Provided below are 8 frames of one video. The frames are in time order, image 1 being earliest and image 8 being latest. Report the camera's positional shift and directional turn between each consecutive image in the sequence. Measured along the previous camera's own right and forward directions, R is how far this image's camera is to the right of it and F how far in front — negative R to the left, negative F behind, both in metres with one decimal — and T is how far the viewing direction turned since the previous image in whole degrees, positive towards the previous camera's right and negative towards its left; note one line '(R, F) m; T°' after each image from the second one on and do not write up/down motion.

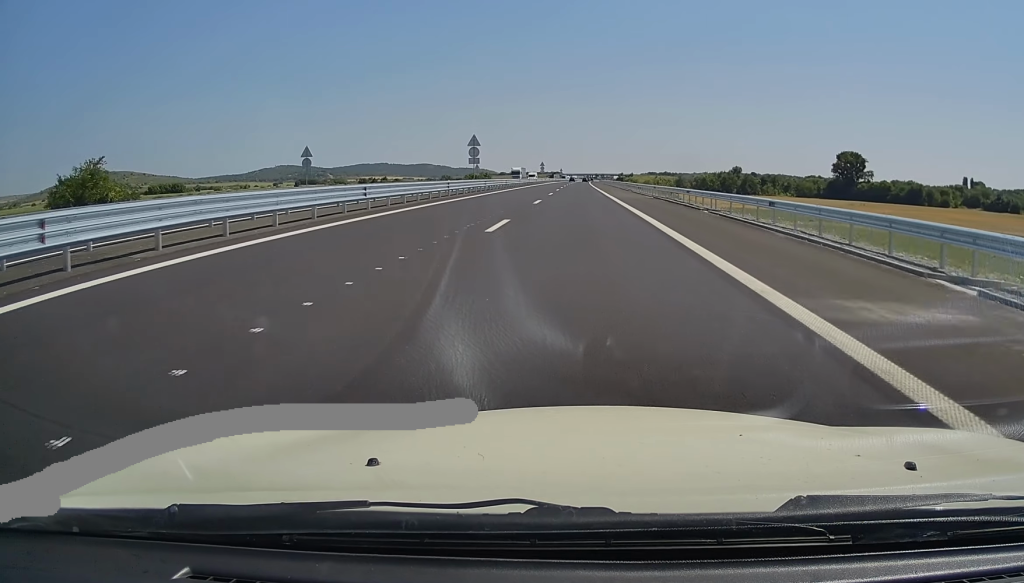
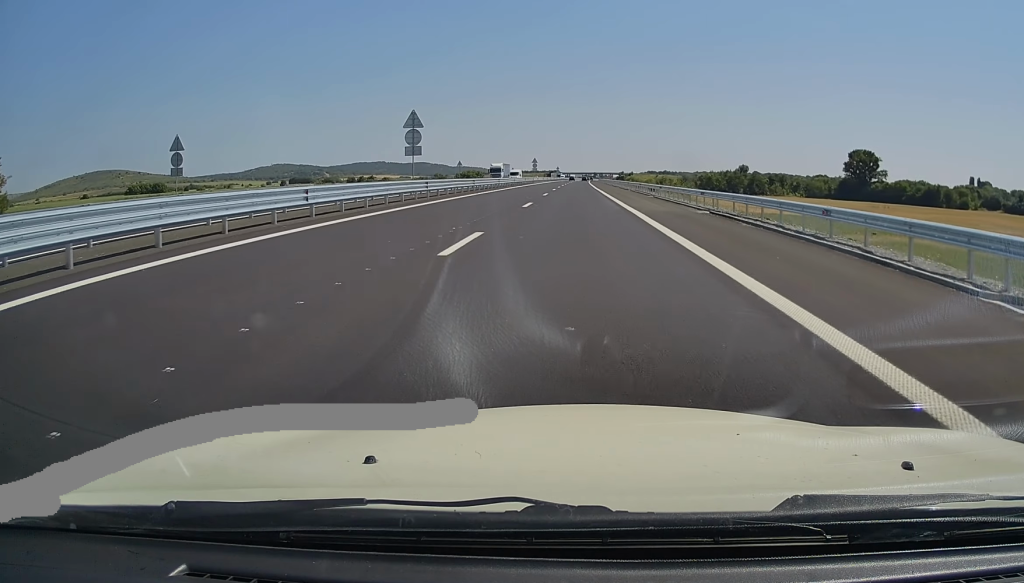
(-0.2, +21.0) m; 0°
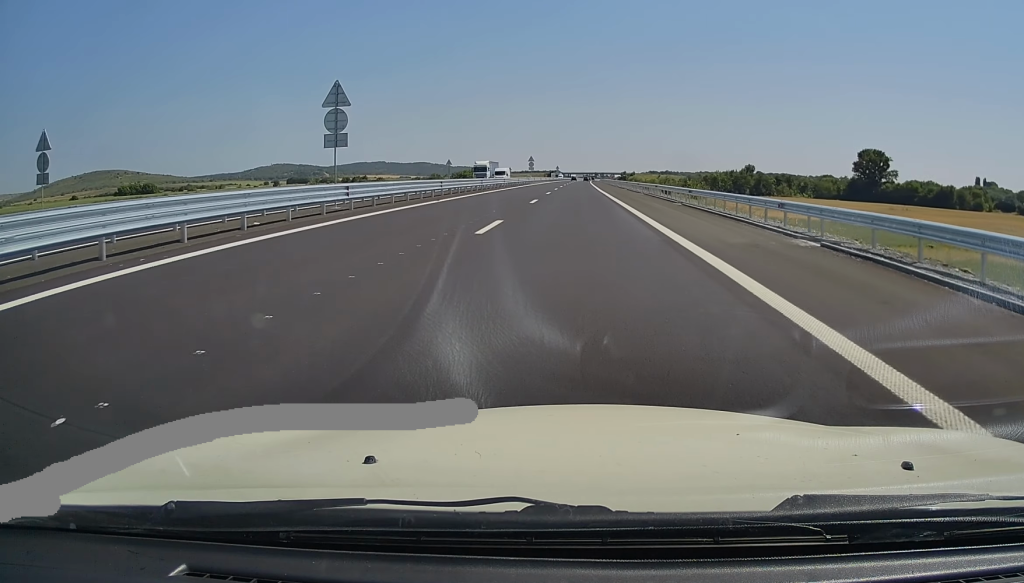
(-0.2, +12.4) m; 0°
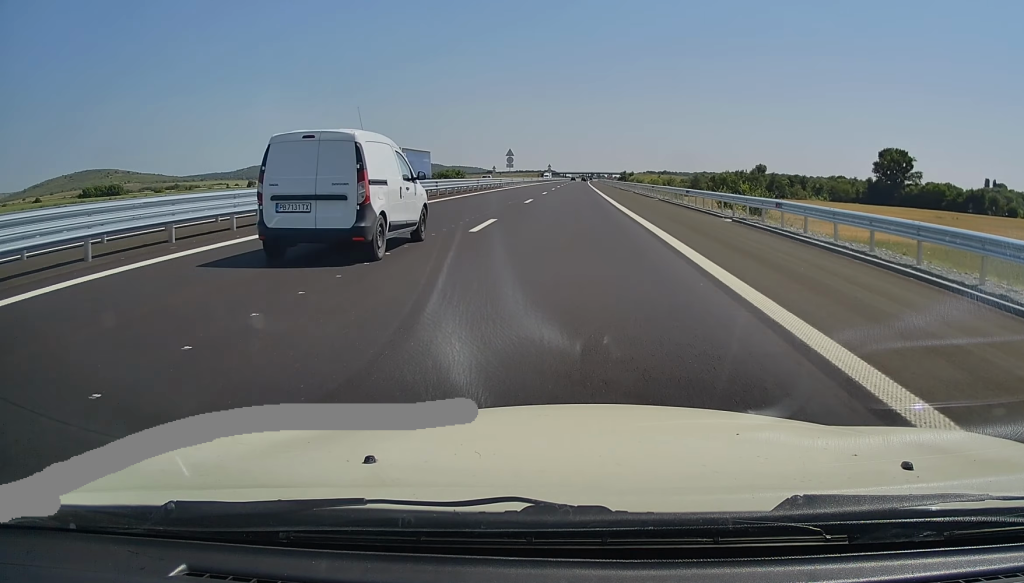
(+0.5, +32.1) m; +1°
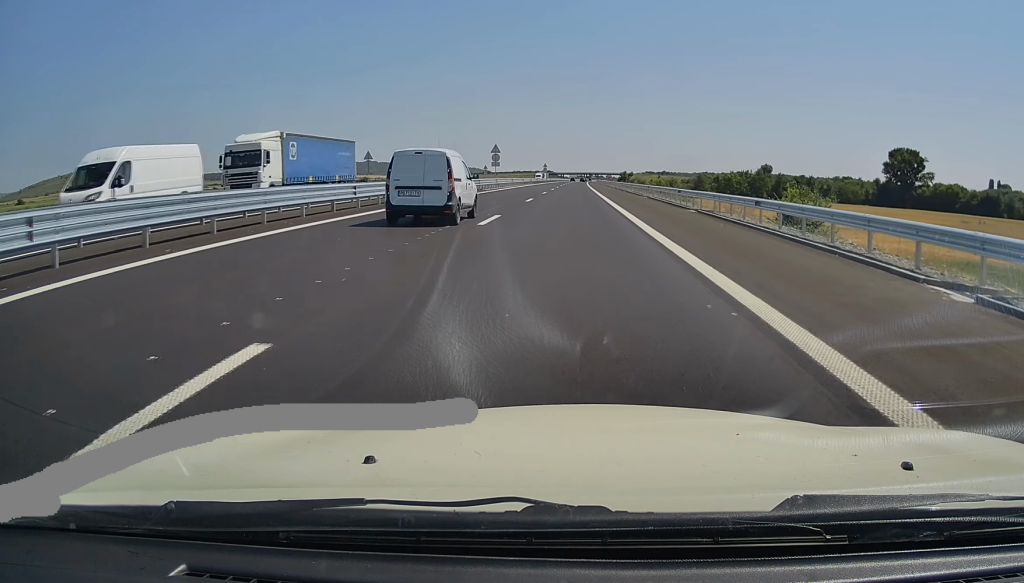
(0.0, +14.0) m; 0°
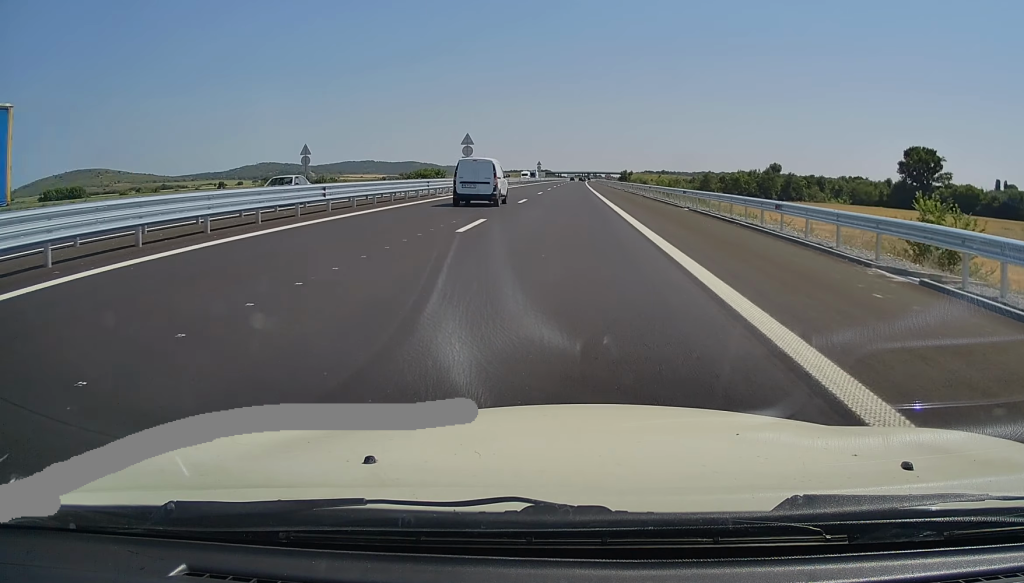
(0.0, +18.6) m; 0°
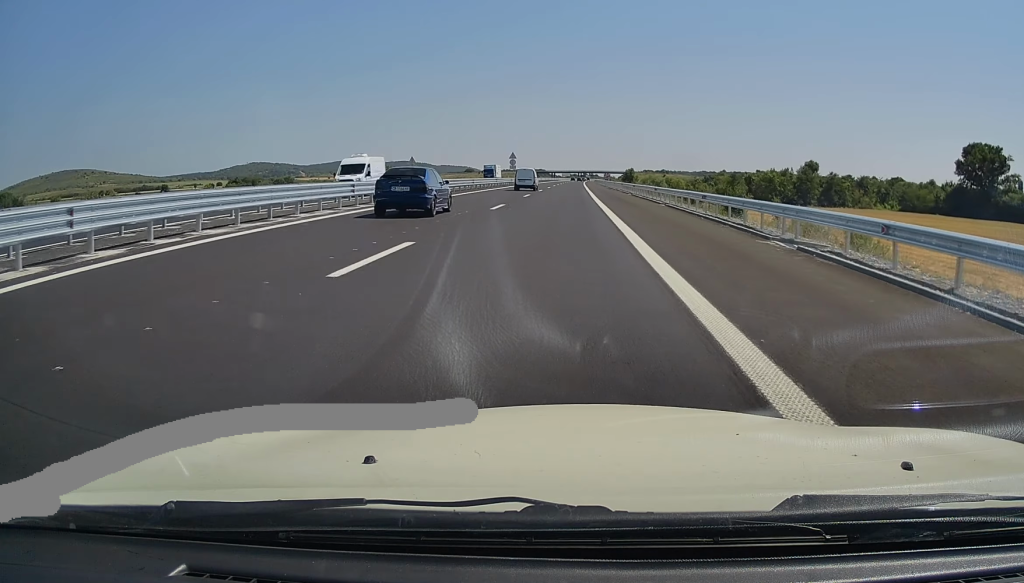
(+0.2, +55.2) m; +1°
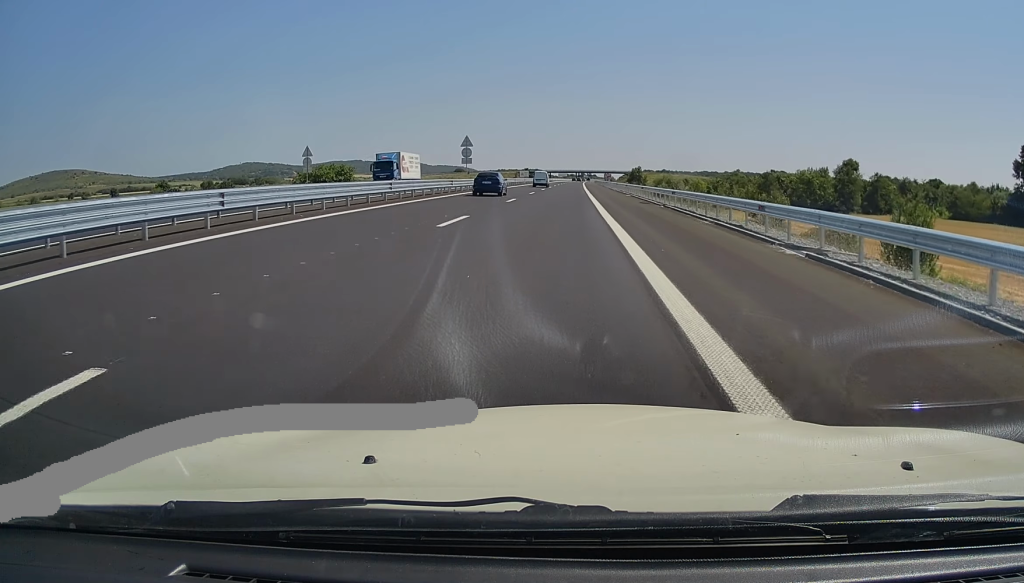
(+0.5, +41.1) m; +1°
